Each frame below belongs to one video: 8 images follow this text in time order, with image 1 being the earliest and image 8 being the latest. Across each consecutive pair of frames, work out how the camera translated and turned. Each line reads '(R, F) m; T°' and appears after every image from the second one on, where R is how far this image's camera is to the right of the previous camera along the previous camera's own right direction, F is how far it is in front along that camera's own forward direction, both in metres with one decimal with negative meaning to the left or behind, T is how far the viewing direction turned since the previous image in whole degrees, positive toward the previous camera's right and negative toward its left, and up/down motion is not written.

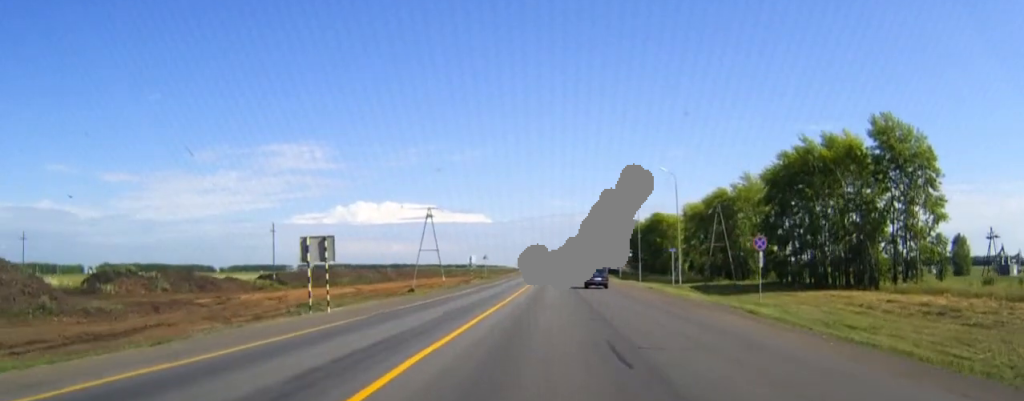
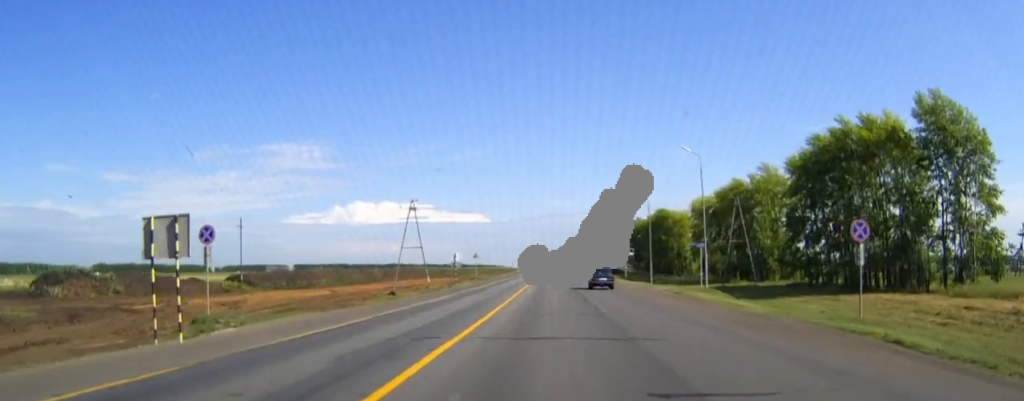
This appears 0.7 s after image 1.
(0.0, +12.1) m; 0°
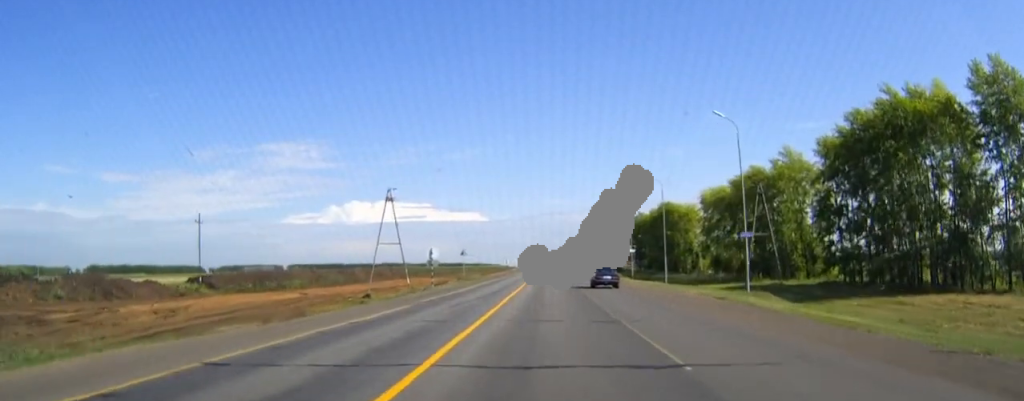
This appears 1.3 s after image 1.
(0.0, +12.3) m; 0°
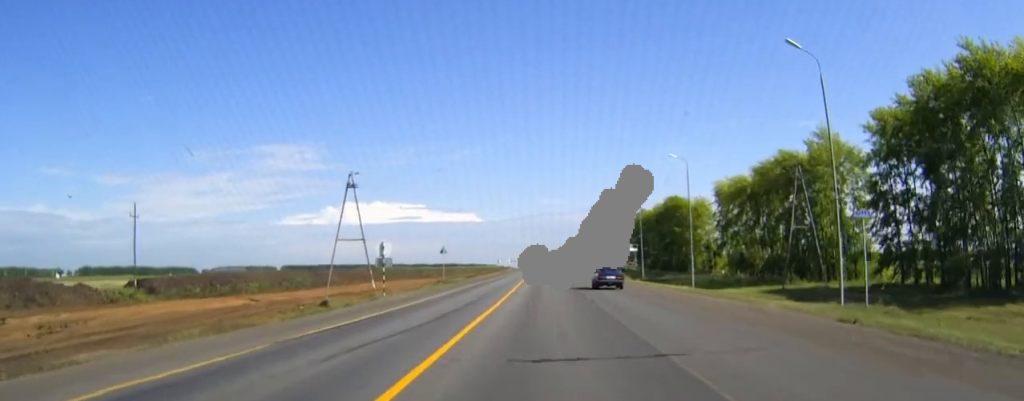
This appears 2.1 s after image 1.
(0.0, +15.1) m; 0°
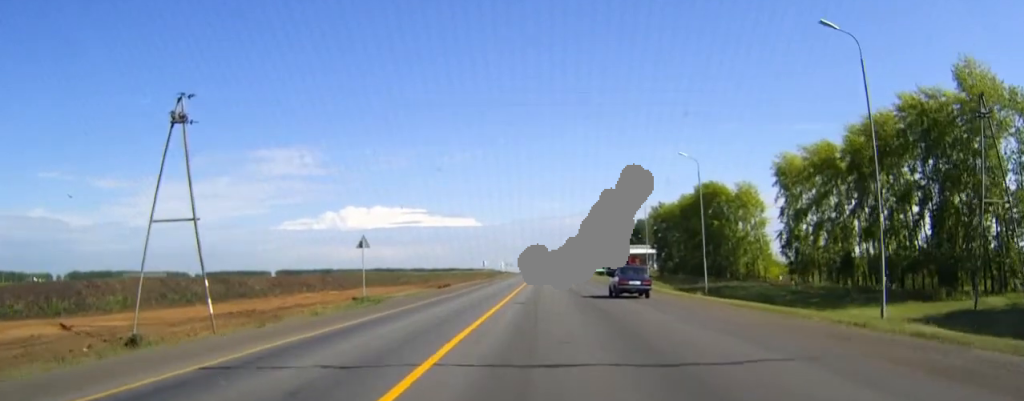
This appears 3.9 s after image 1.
(+0.2, +34.1) m; 0°
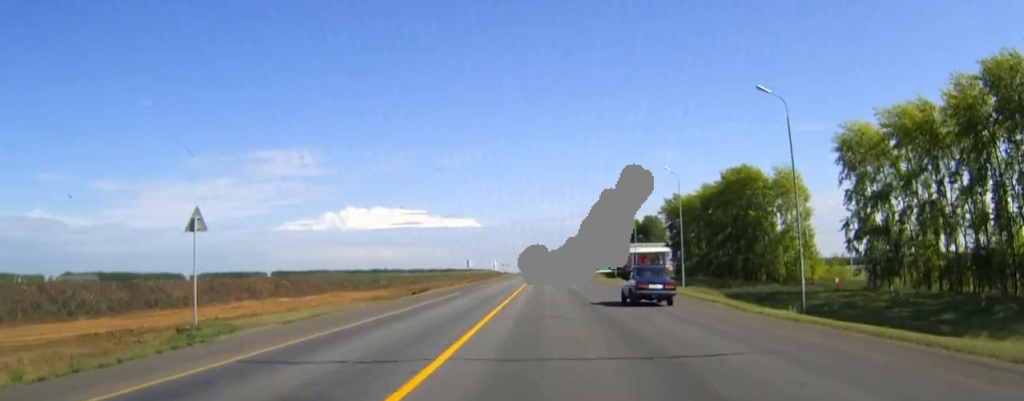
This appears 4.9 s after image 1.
(0.0, +21.2) m; 0°
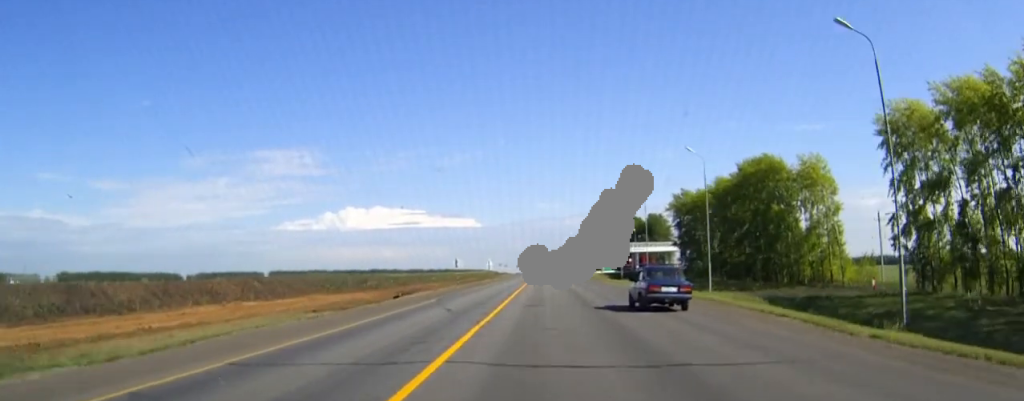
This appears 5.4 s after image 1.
(0.0, +10.5) m; 0°
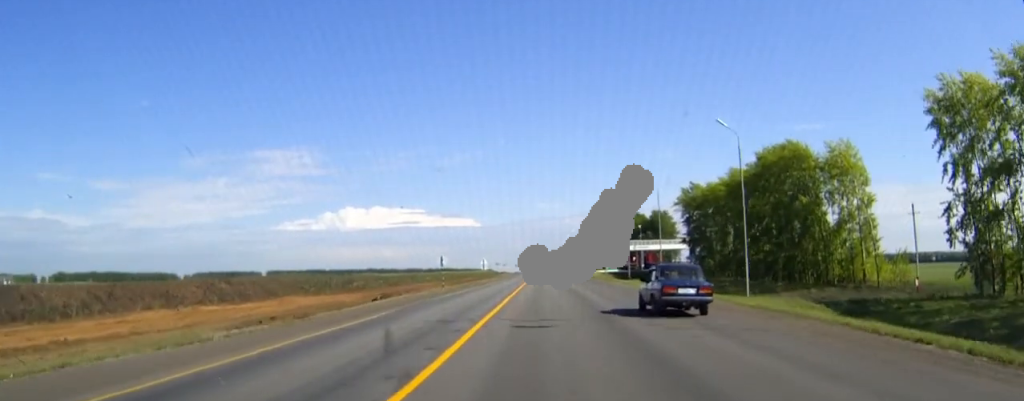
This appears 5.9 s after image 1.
(0.0, +9.9) m; 0°
